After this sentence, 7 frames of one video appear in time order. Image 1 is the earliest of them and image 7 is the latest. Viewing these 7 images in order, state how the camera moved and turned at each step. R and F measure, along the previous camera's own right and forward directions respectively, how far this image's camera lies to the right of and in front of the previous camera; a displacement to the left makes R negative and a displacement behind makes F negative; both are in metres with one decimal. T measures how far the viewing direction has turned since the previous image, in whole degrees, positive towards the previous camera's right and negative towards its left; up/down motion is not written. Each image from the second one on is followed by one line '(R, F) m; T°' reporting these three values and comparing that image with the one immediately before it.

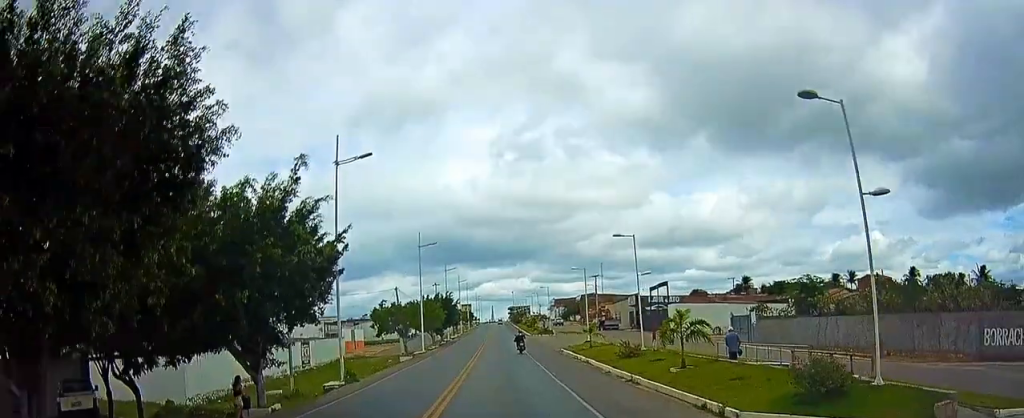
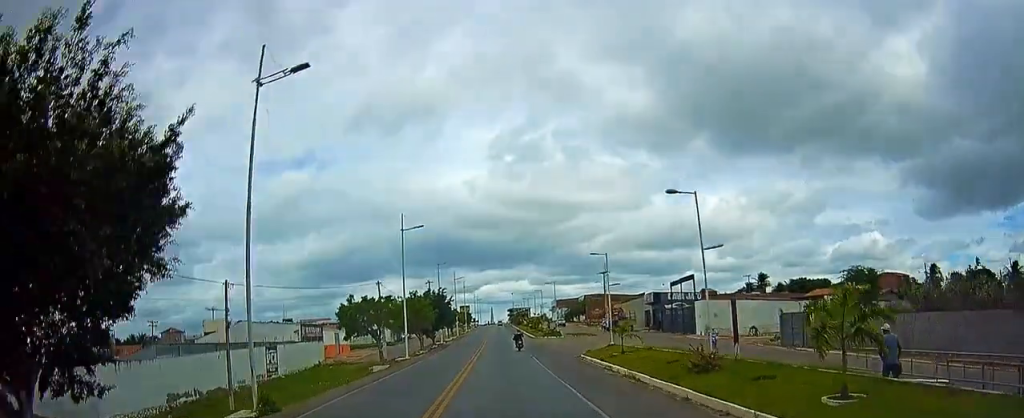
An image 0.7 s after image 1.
(+0.2, +10.4) m; +1°
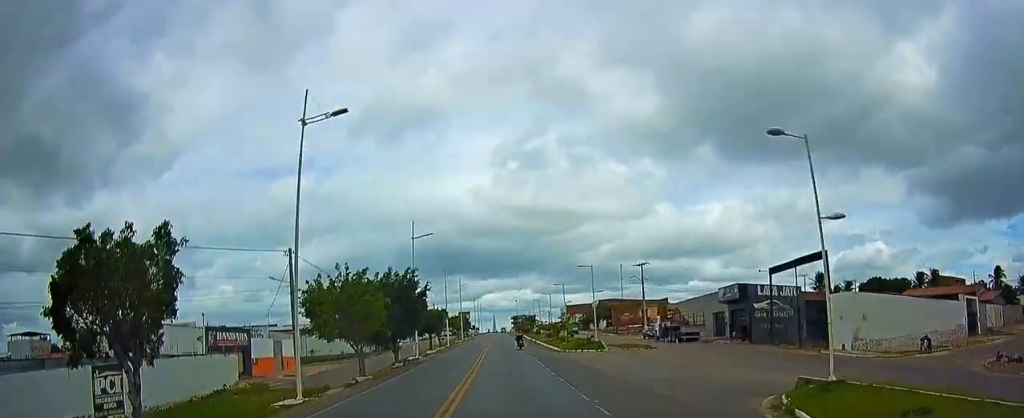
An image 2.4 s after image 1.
(+0.3, +27.7) m; 0°
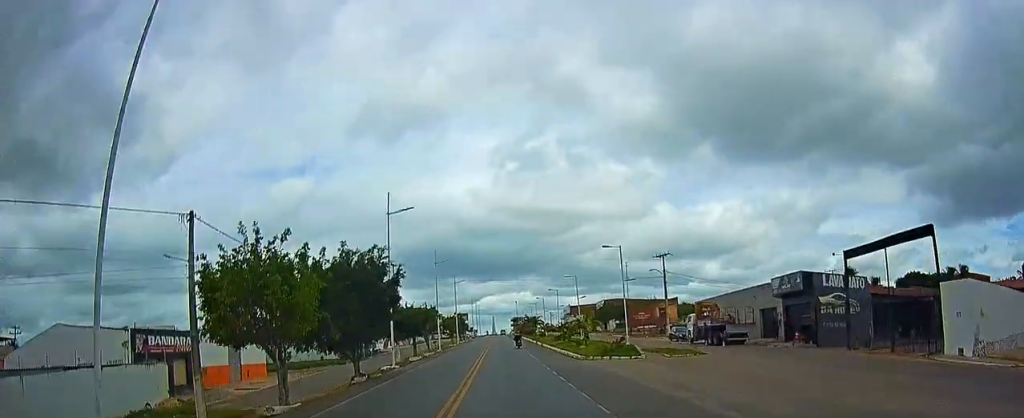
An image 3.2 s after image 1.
(-0.2, +12.0) m; -1°
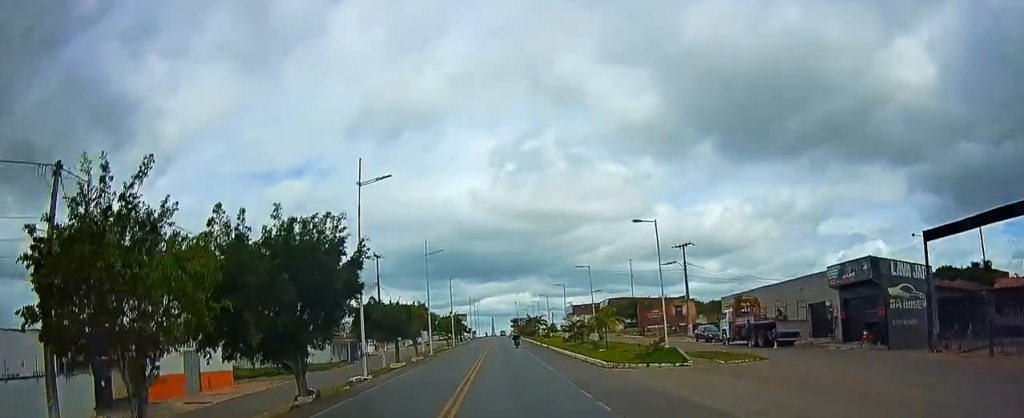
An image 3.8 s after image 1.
(-0.1, +8.8) m; -1°
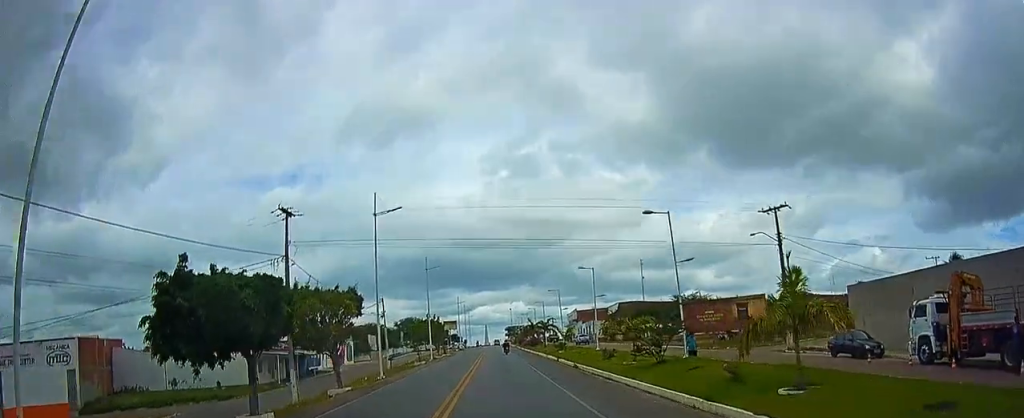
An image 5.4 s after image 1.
(+1.1, +24.3) m; +4°
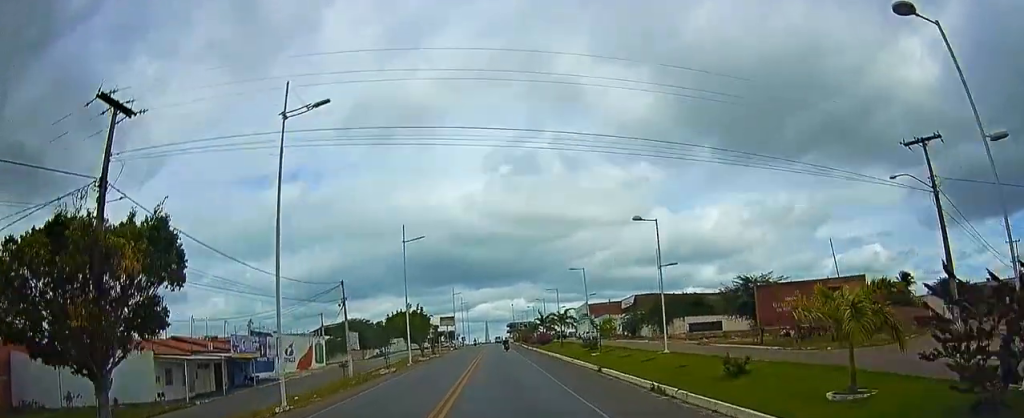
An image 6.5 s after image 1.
(-0.2, +17.6) m; -2°
